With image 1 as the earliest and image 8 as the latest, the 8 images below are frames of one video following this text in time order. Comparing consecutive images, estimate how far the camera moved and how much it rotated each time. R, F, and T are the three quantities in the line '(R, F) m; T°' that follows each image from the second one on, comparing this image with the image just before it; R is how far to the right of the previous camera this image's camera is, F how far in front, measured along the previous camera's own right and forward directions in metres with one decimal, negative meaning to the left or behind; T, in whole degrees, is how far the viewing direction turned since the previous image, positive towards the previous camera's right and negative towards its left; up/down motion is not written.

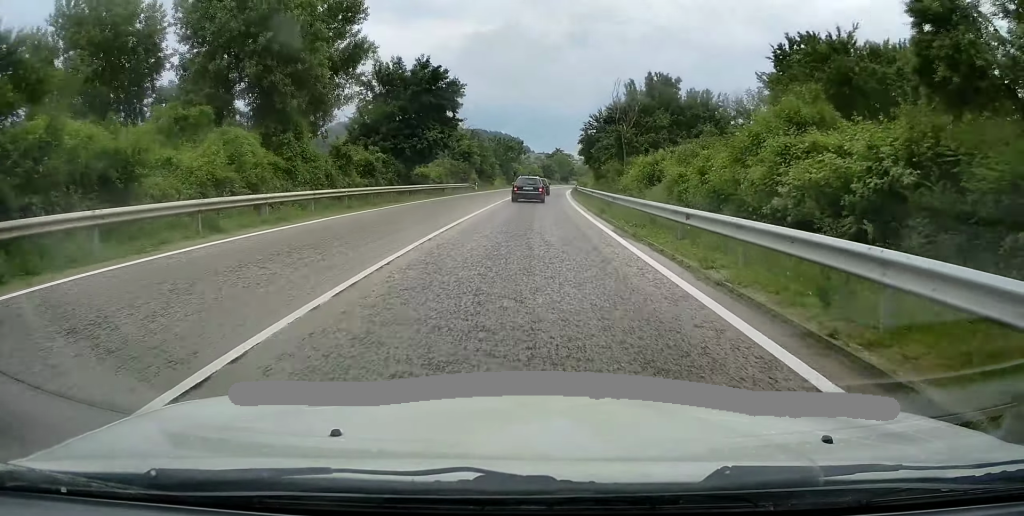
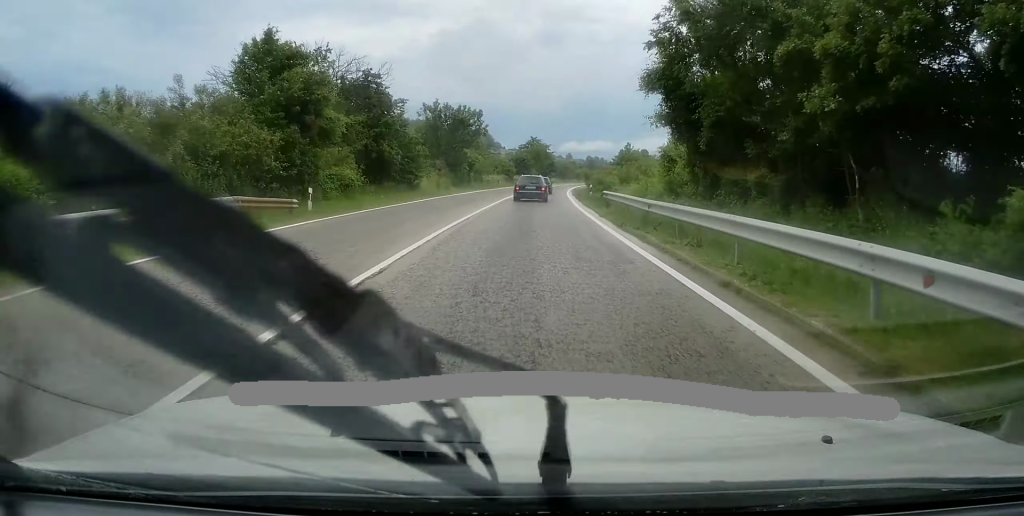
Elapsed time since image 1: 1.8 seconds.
(+0.7, +44.1) m; +2°
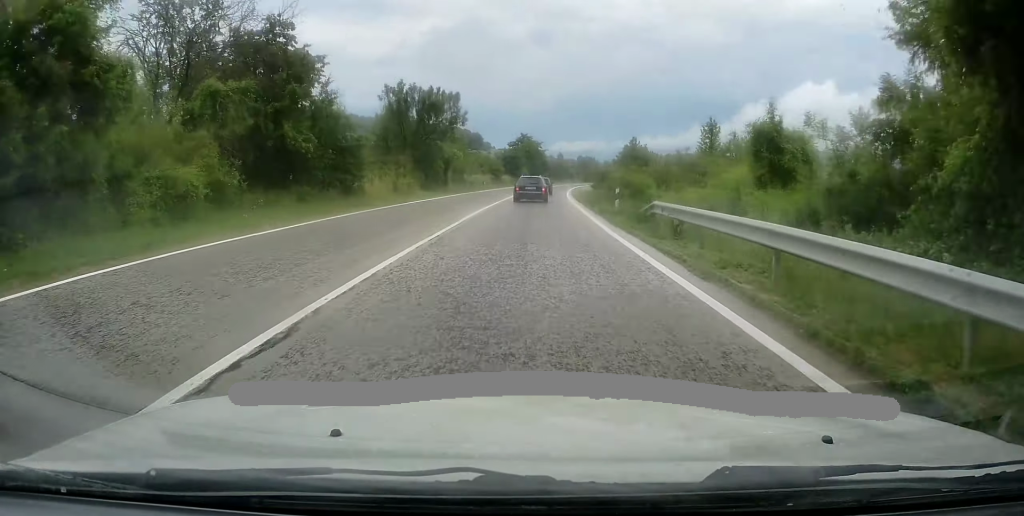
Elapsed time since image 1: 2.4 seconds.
(+0.2, +13.6) m; +1°
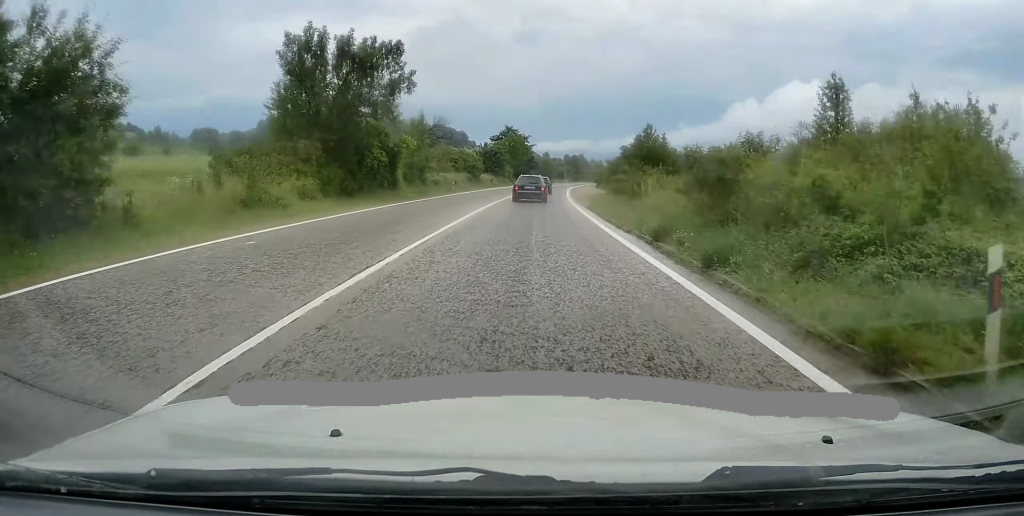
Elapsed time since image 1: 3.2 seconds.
(+0.2, +19.1) m; +1°
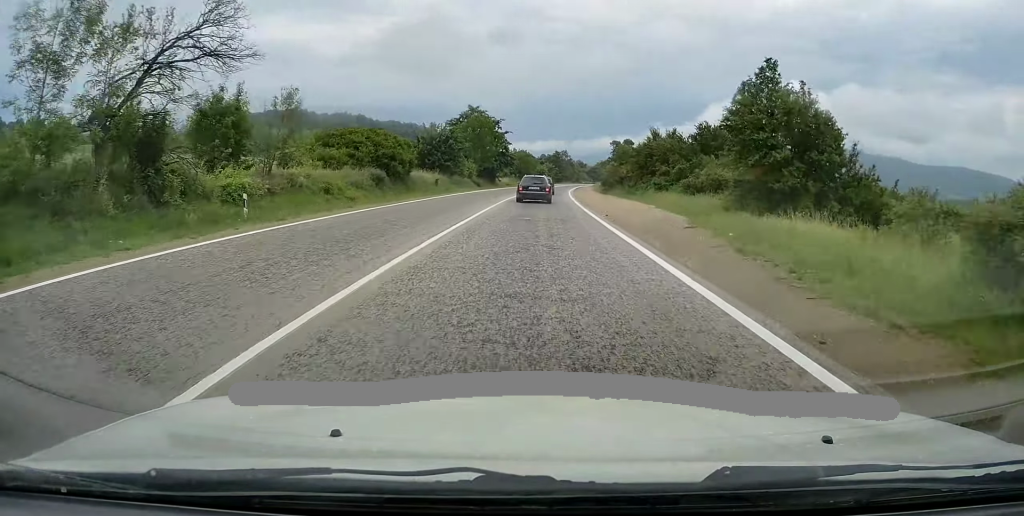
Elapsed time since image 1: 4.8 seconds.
(+0.5, +38.2) m; +3°
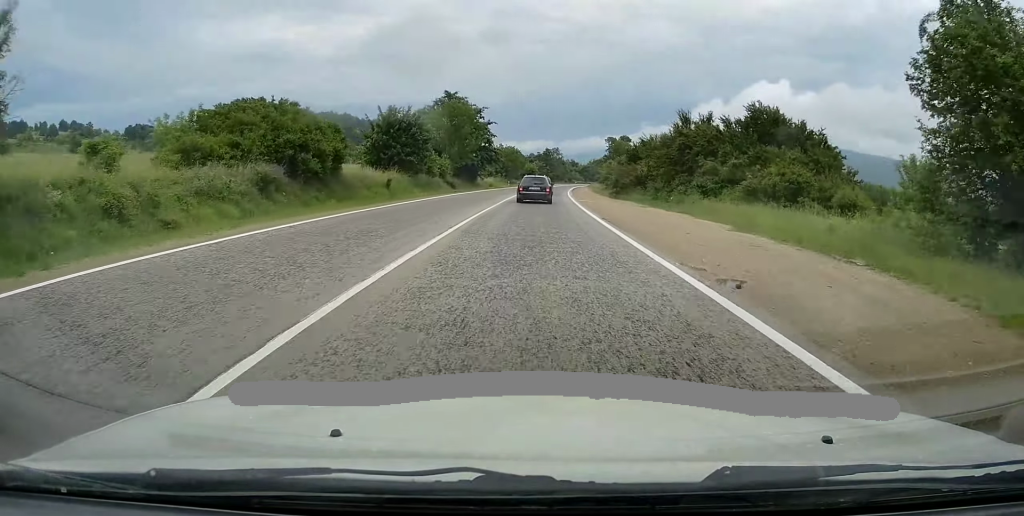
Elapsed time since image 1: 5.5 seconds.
(+0.3, +15.9) m; +1°
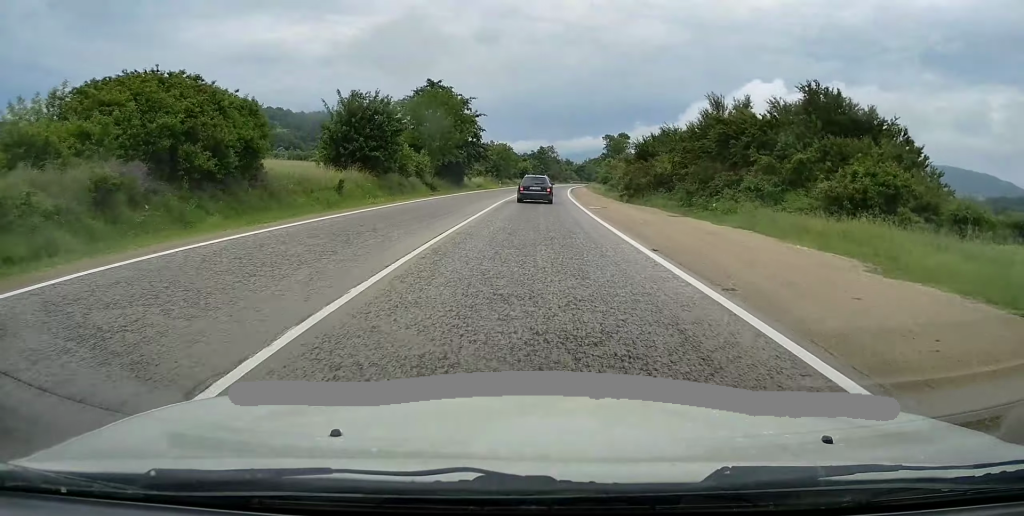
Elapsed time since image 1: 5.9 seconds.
(+0.1, +9.6) m; +1°
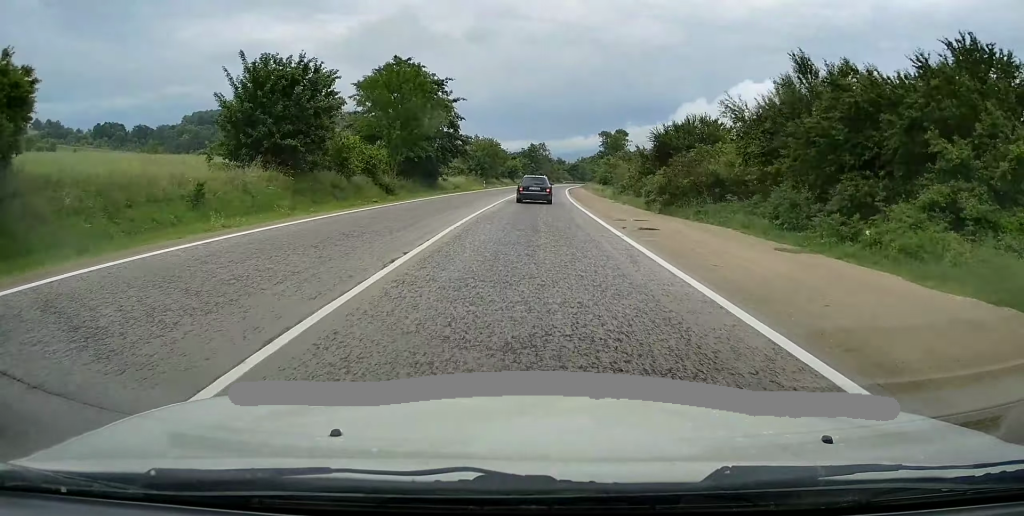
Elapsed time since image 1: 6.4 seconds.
(0.0, +13.7) m; +1°
